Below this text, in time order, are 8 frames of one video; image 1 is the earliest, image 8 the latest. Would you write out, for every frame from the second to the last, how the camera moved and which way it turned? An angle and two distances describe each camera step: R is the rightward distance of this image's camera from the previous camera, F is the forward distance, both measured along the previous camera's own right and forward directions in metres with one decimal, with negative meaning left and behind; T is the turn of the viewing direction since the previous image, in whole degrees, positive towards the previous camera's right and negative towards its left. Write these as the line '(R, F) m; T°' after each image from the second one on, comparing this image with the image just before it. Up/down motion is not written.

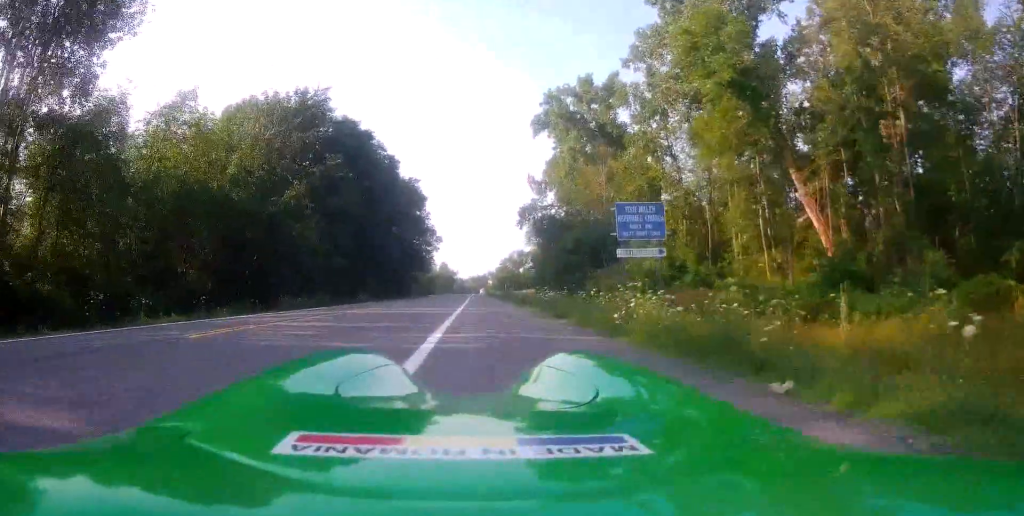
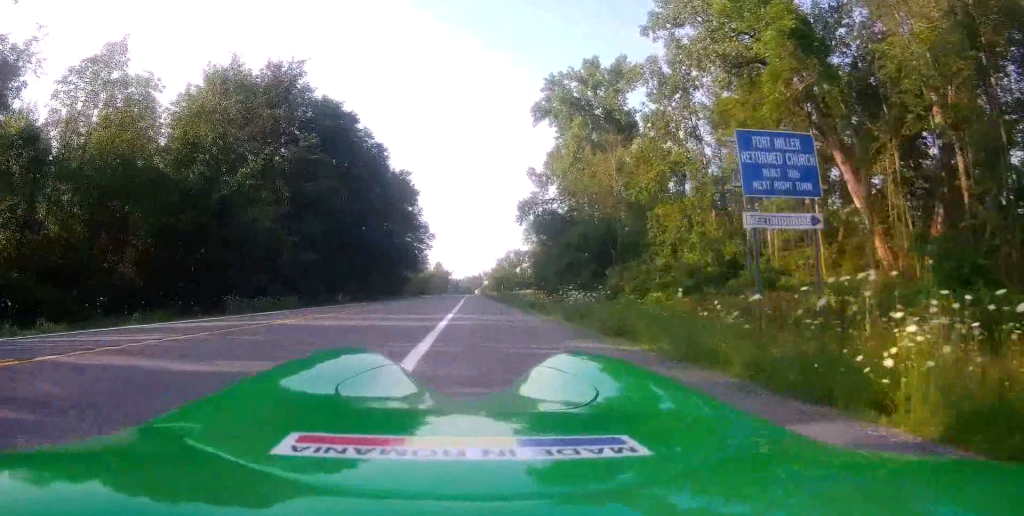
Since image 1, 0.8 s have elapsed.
(0.0, +6.8) m; 0°
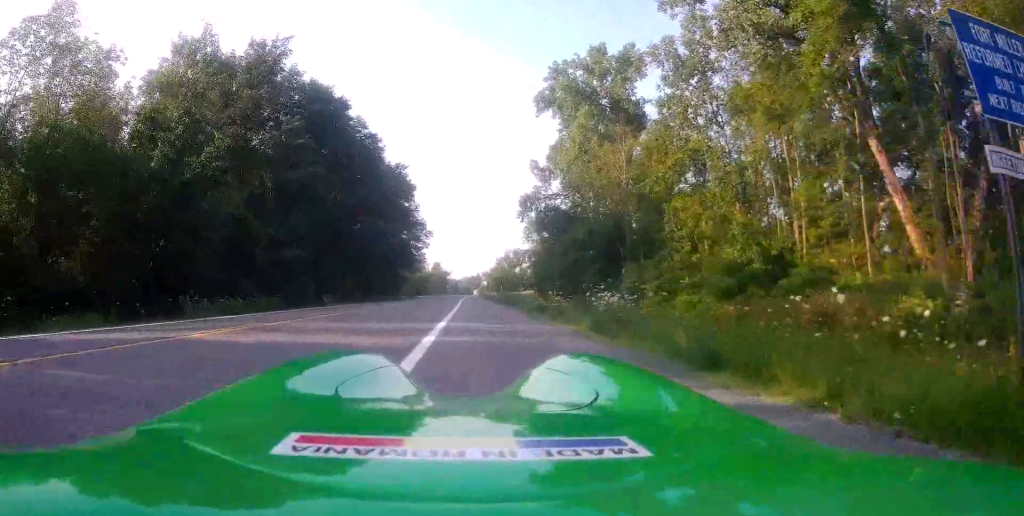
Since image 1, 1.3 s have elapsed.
(0.0, +4.0) m; 0°
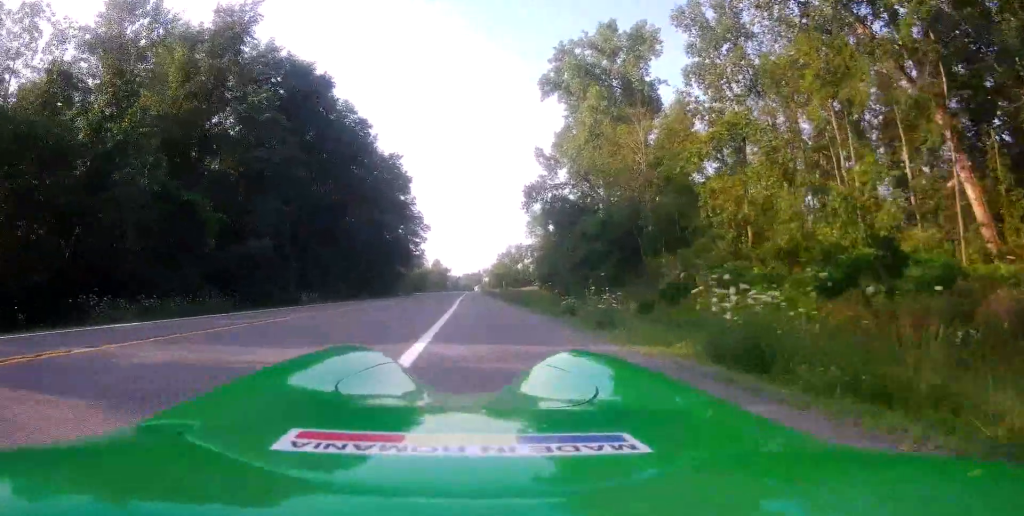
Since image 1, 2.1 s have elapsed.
(0.0, +6.1) m; 0°
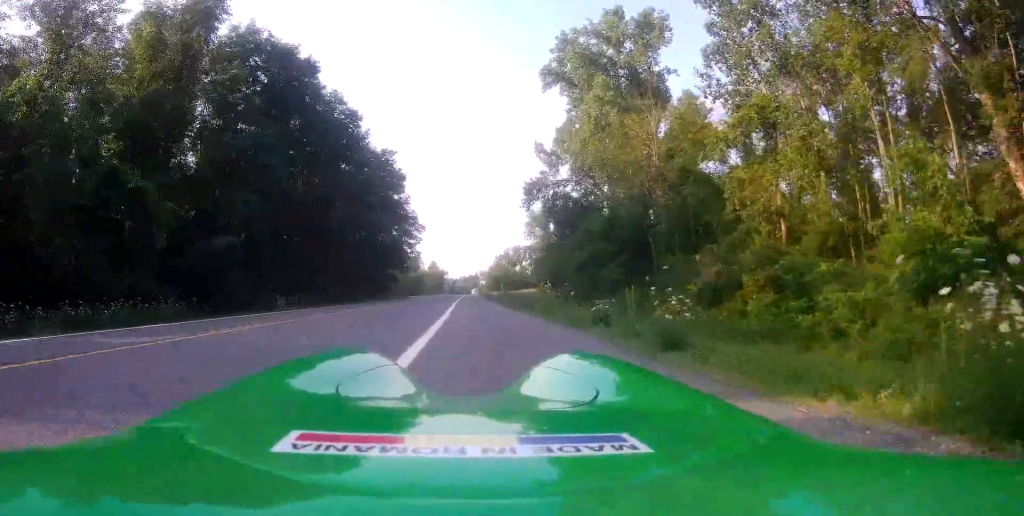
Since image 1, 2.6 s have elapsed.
(0.0, +4.0) m; -1°
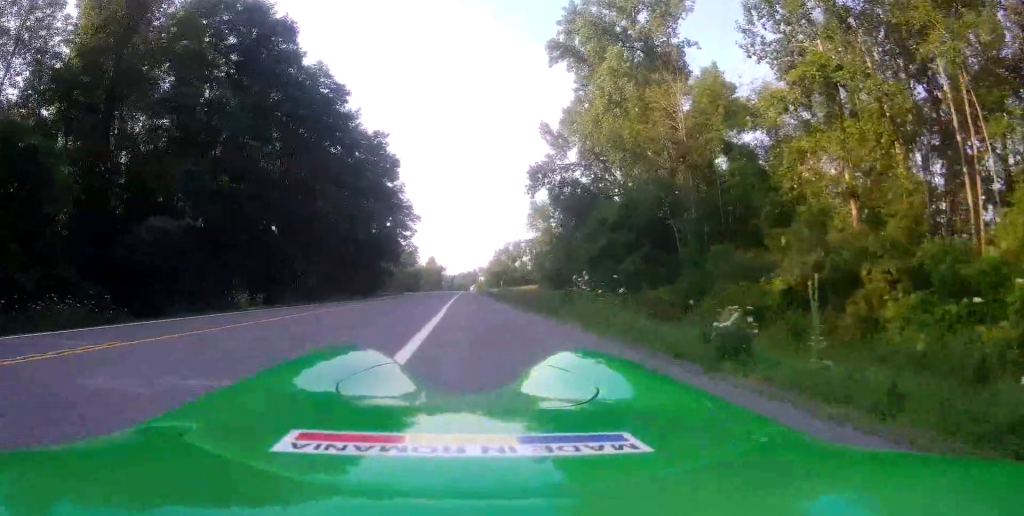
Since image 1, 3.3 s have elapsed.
(-0.1, +6.2) m; -1°
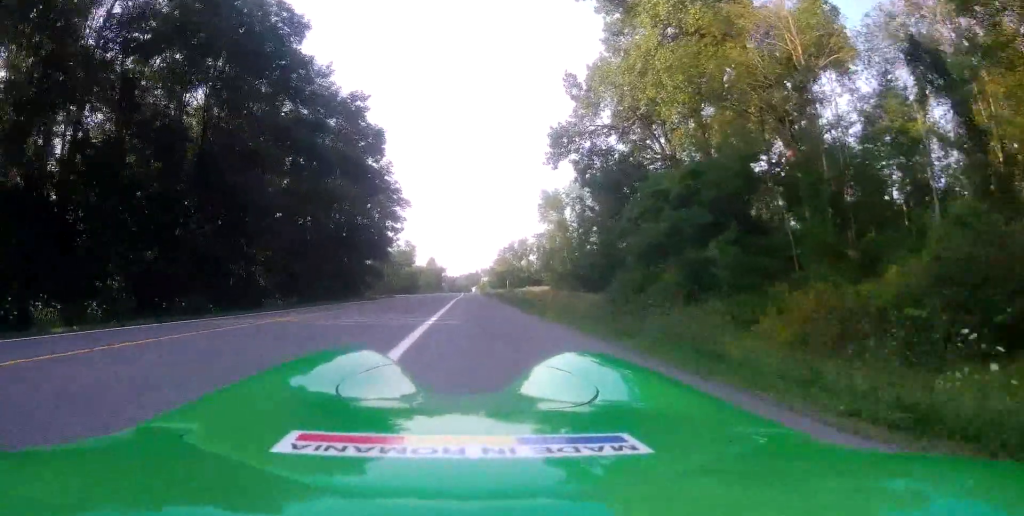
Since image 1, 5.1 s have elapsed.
(-0.1, +14.6) m; -1°
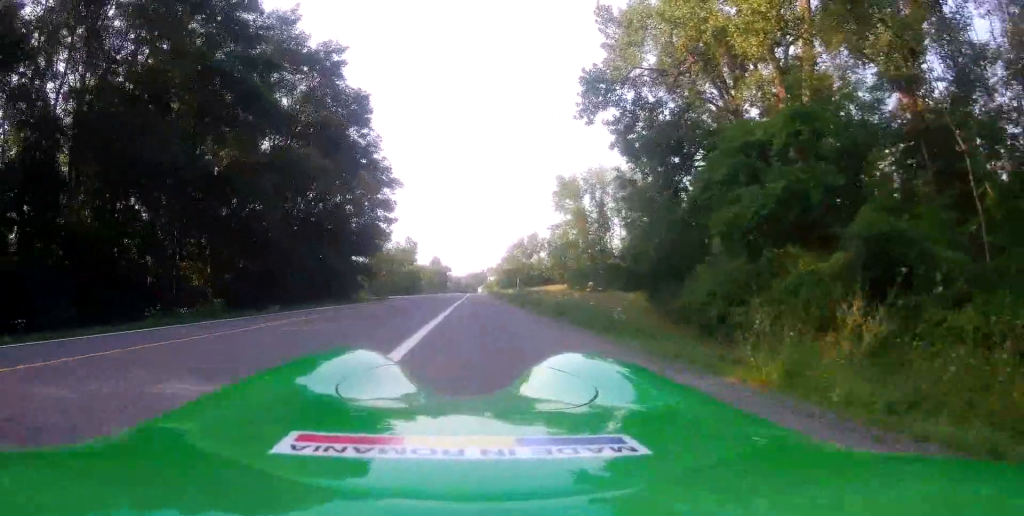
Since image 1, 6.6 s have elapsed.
(-0.1, +11.4) m; -2°
